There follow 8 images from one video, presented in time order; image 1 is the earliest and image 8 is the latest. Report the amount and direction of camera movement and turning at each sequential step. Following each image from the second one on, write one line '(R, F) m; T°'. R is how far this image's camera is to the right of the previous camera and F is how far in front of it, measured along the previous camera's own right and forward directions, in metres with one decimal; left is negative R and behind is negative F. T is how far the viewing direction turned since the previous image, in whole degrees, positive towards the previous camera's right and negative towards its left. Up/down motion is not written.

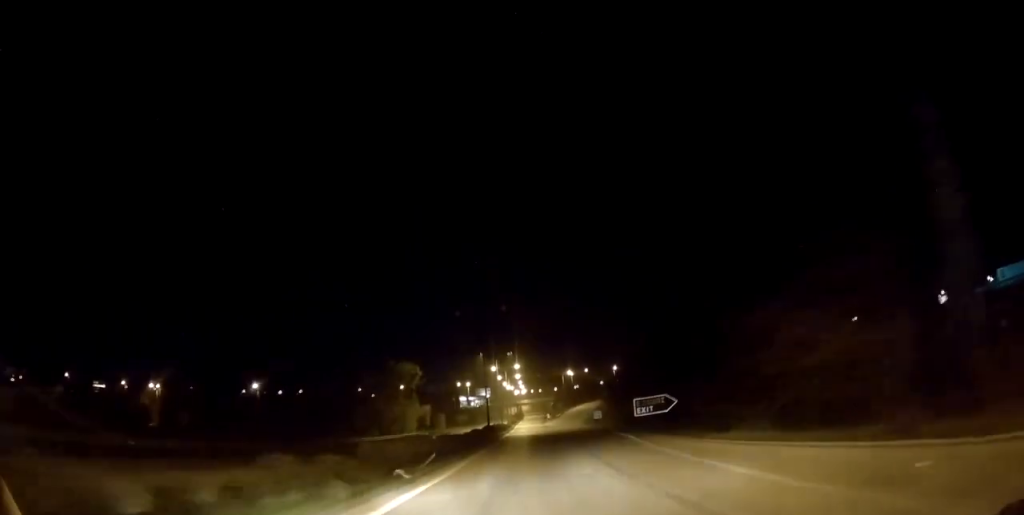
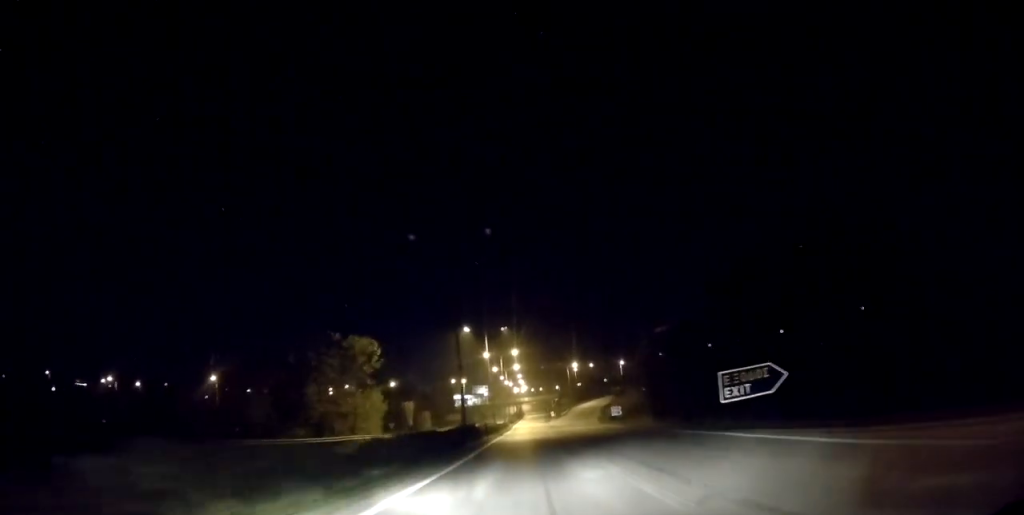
(-0.1, +22.7) m; 0°
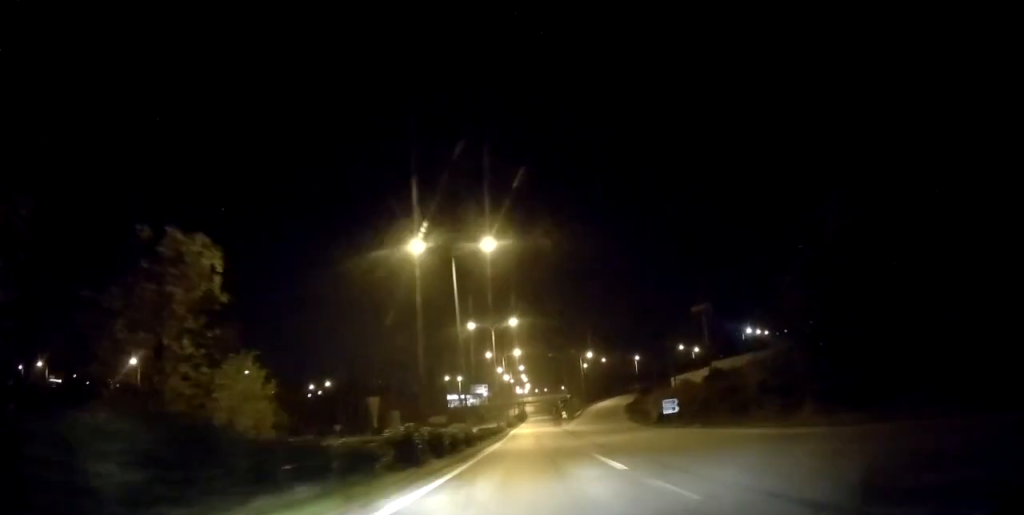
(+0.1, +32.6) m; 0°
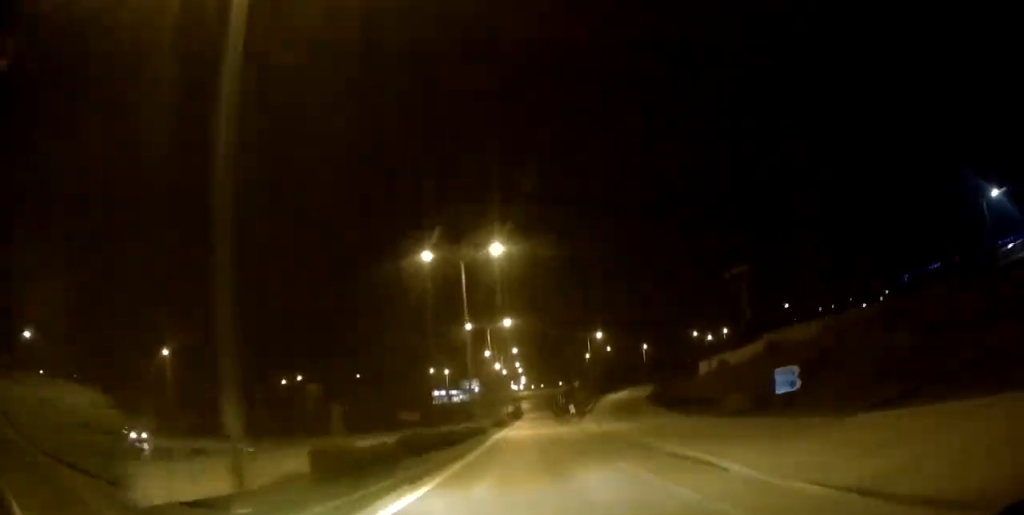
(-0.2, +27.4) m; 0°
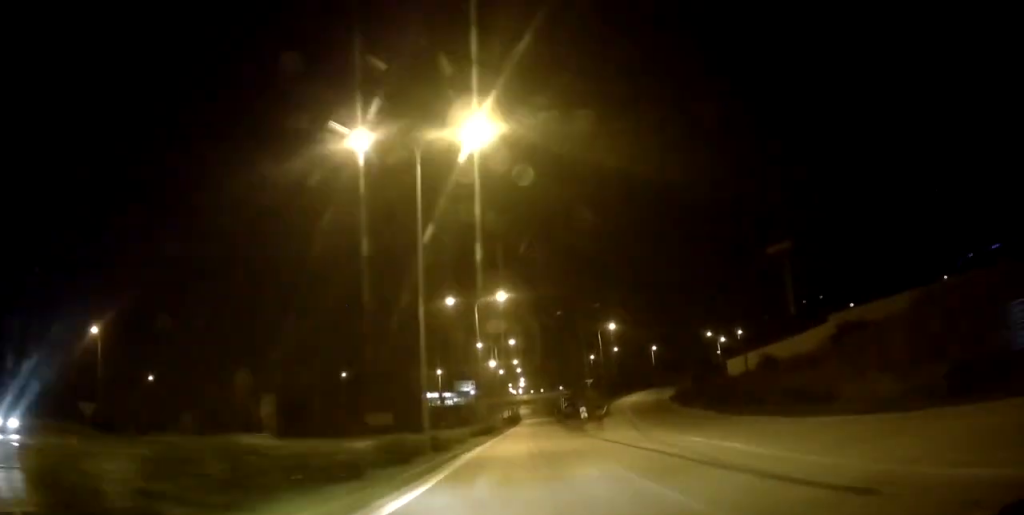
(0.0, +17.3) m; 0°
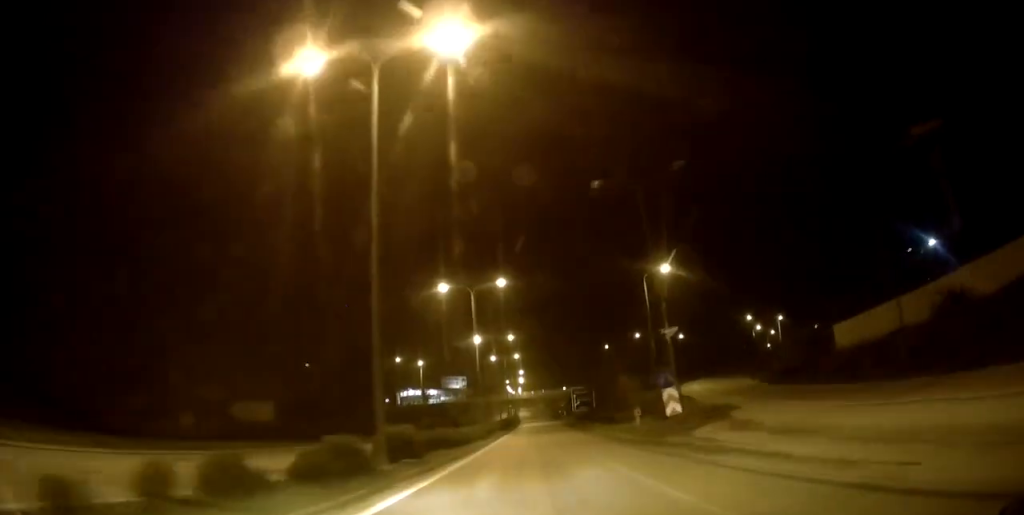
(+0.4, +37.4) m; +1°
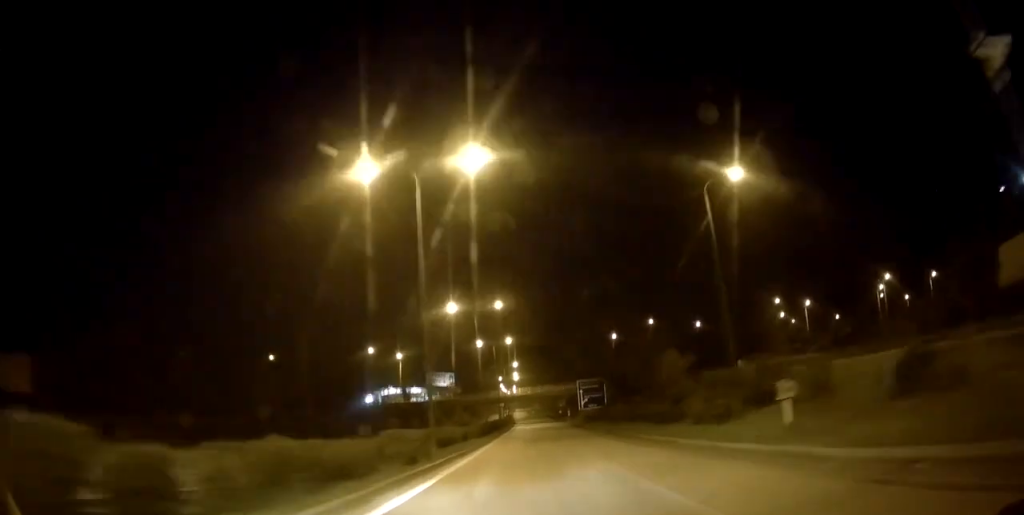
(0.0, +23.1) m; -1°
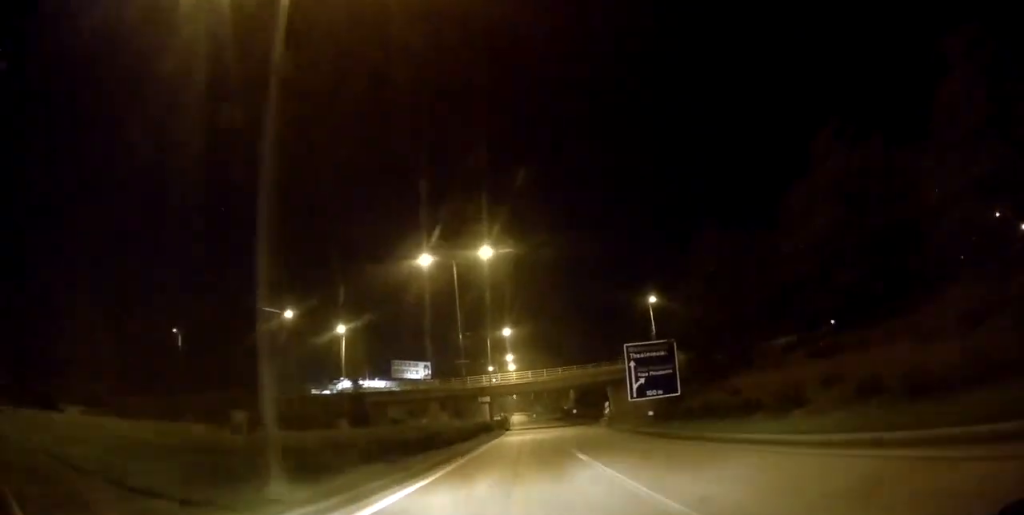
(-0.5, +48.0) m; -1°
